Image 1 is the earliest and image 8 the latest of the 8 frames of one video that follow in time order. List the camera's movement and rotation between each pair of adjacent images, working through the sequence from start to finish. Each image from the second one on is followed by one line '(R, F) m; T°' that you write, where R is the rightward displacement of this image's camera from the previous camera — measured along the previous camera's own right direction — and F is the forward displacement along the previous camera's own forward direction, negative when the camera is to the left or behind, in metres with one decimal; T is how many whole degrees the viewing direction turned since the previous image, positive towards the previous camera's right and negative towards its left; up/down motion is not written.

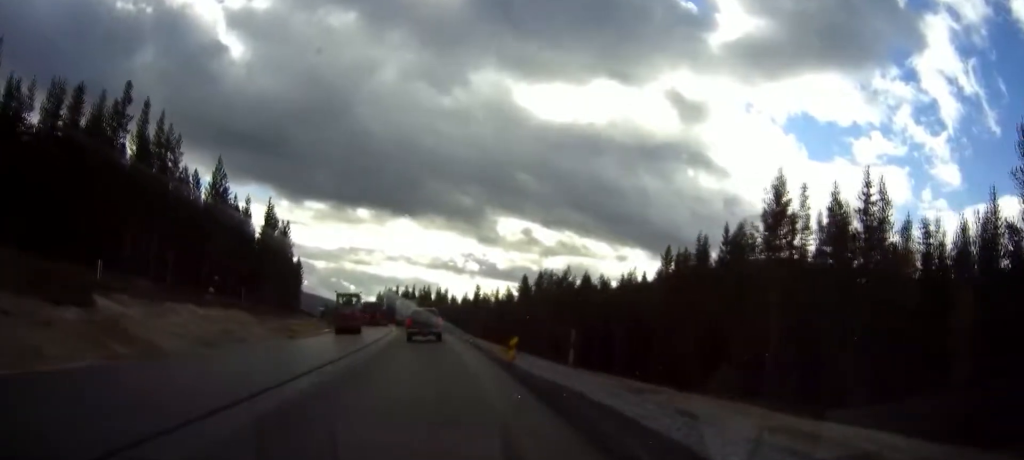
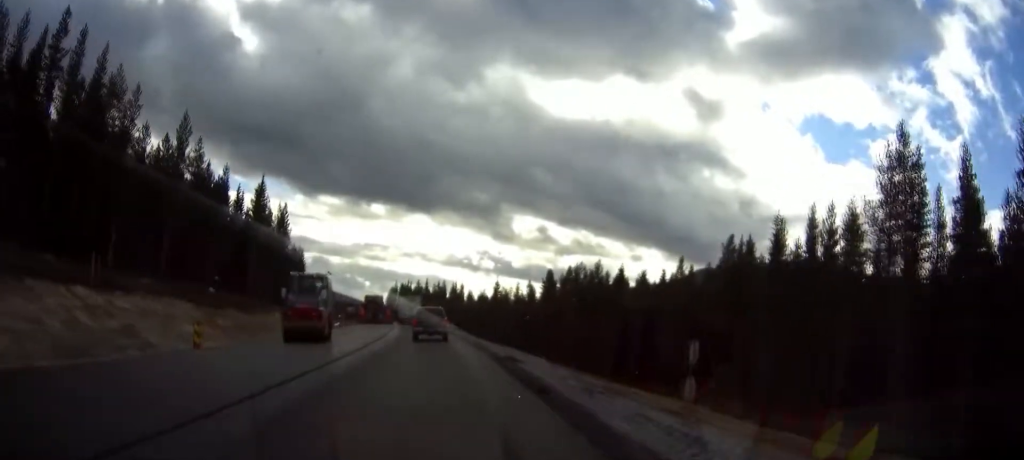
(0.0, +17.5) m; 0°
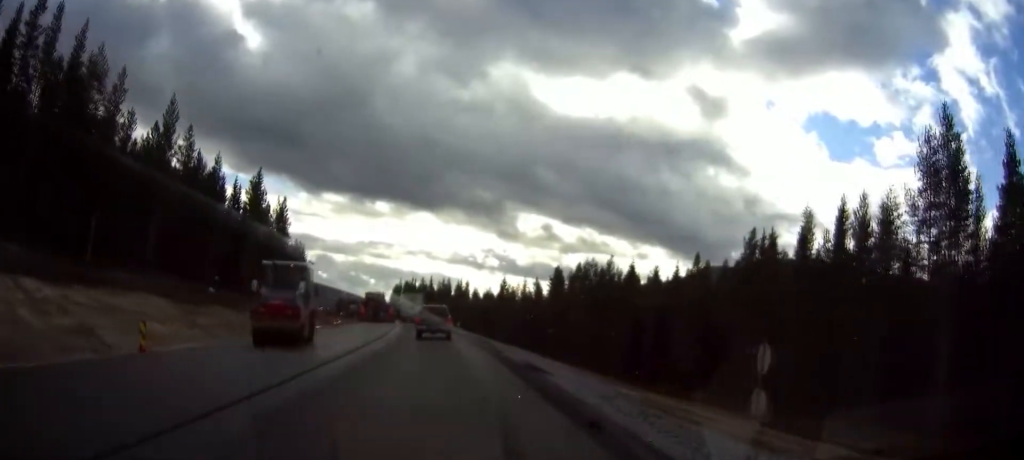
(0.0, +5.0) m; 0°
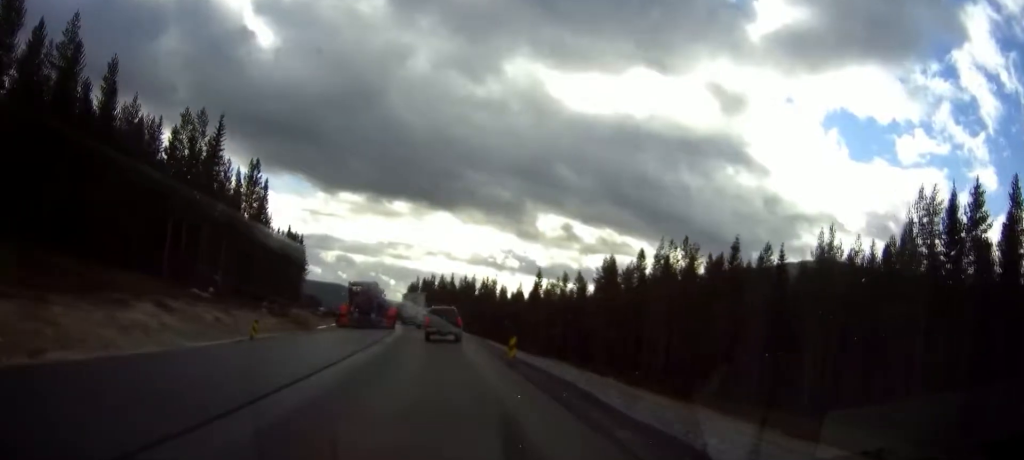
(-0.7, +32.6) m; -2°
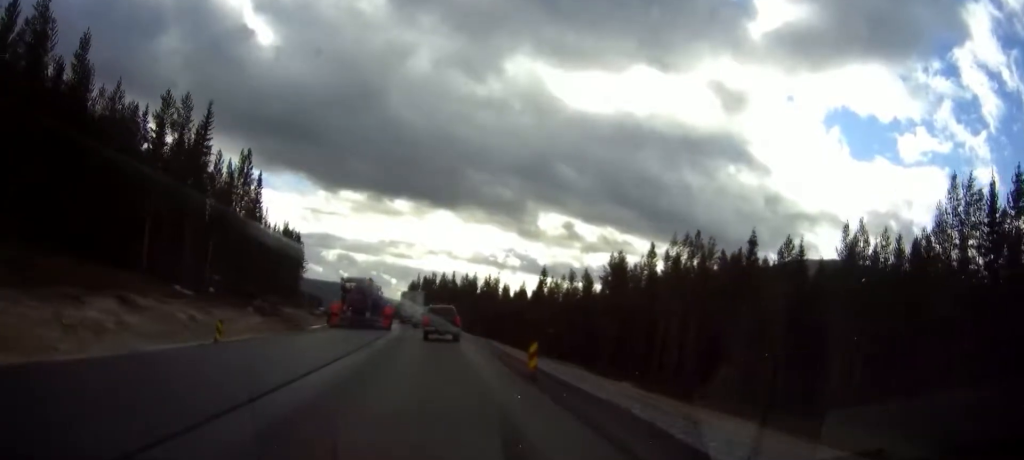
(0.0, +5.0) m; 0°
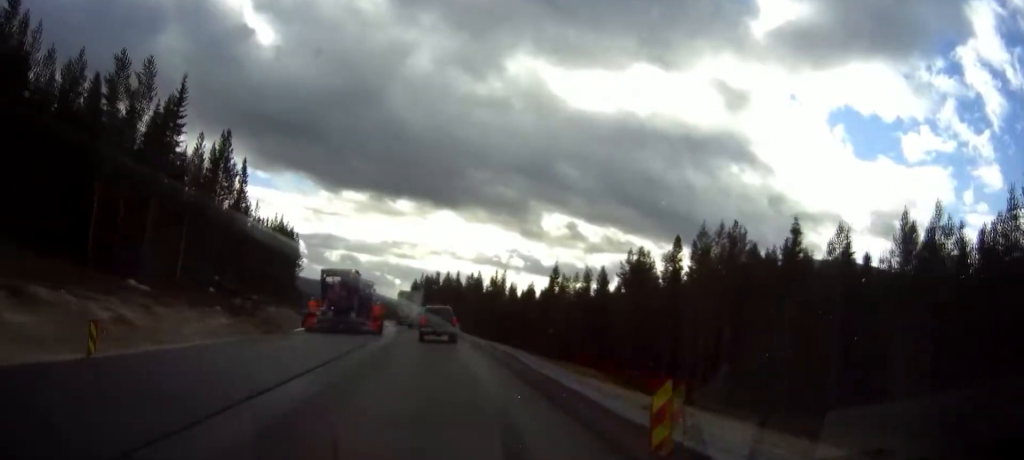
(-0.1, +10.2) m; -1°
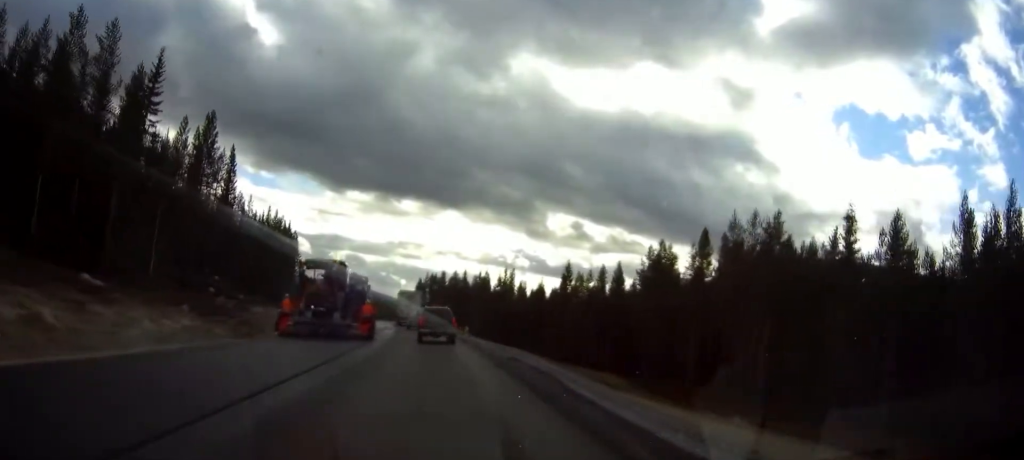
(-0.1, +8.2) m; 0°
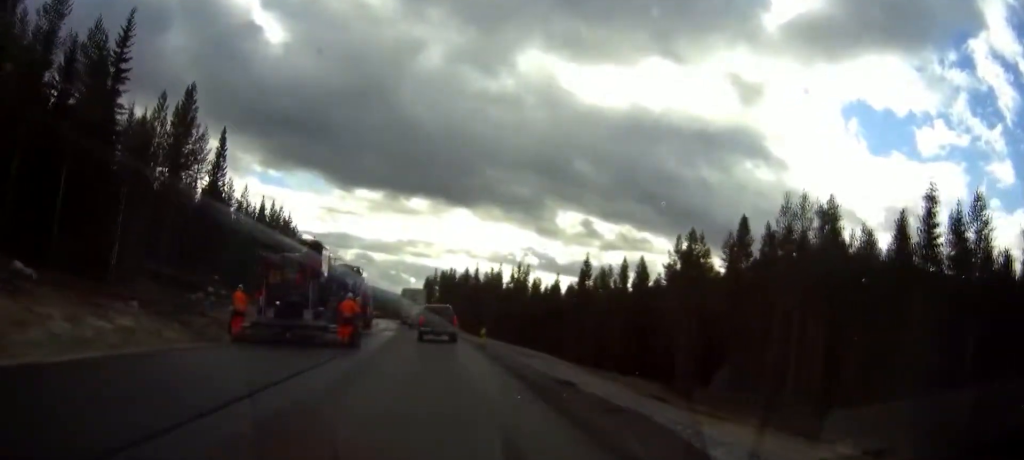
(0.0, +9.3) m; 0°
